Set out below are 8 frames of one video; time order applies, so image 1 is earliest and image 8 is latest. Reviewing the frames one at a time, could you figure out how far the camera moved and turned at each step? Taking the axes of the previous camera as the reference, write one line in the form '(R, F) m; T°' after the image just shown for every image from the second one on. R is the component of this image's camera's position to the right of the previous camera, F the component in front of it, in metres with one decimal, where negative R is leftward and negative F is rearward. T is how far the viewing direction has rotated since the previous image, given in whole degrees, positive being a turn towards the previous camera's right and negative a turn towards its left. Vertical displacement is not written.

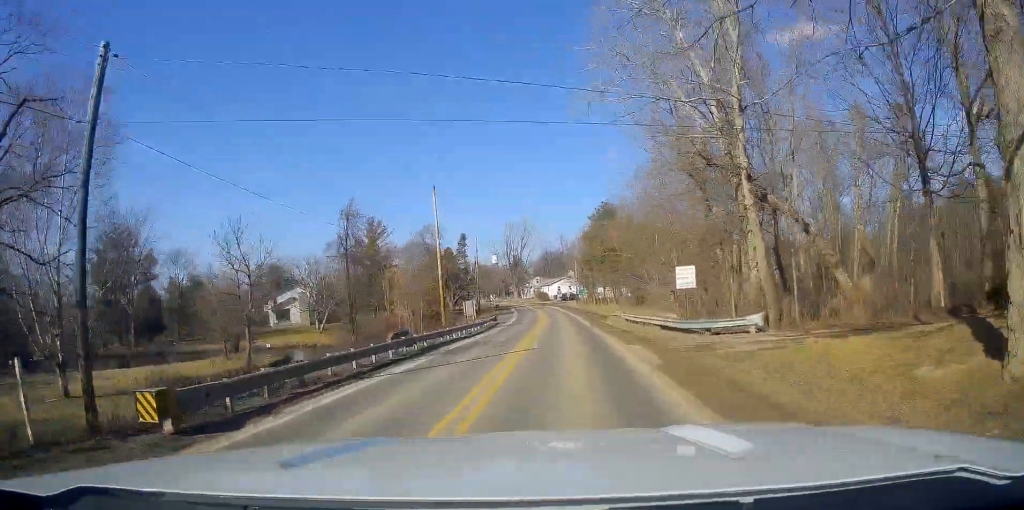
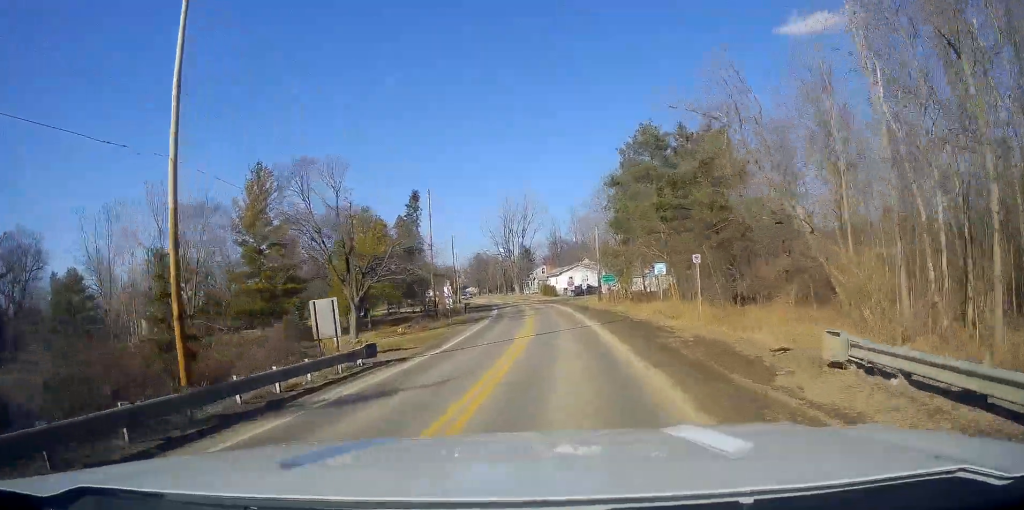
(-0.3, +39.9) m; -2°
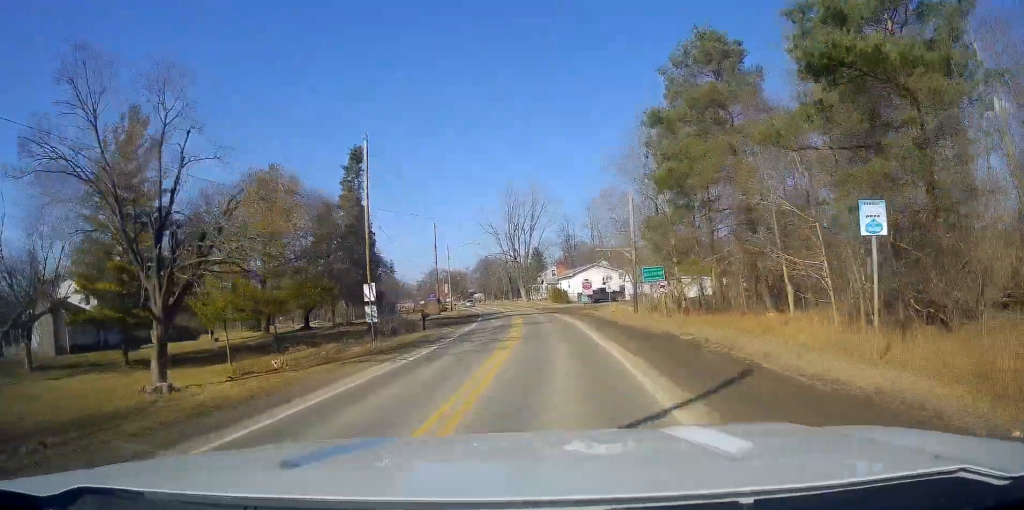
(-0.5, +22.1) m; 0°
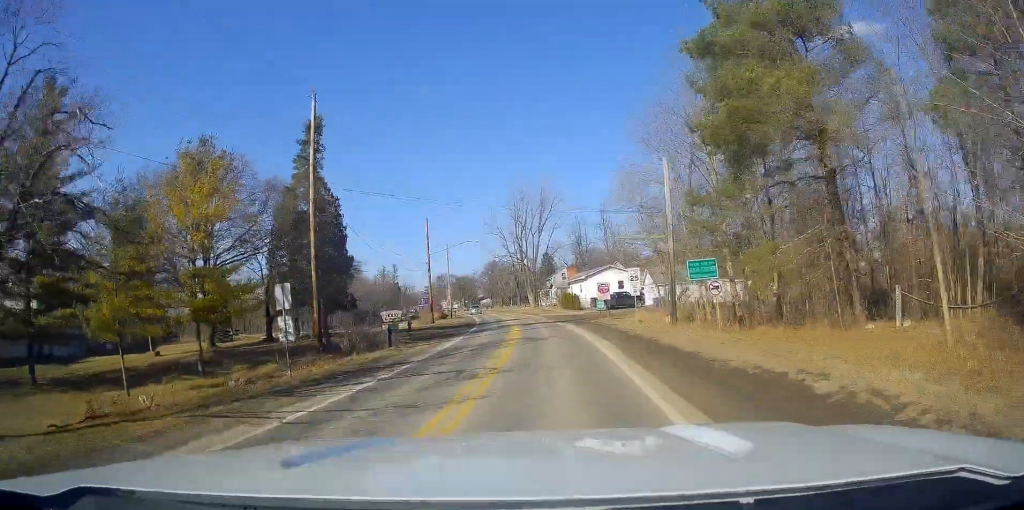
(+0.1, +9.6) m; +1°
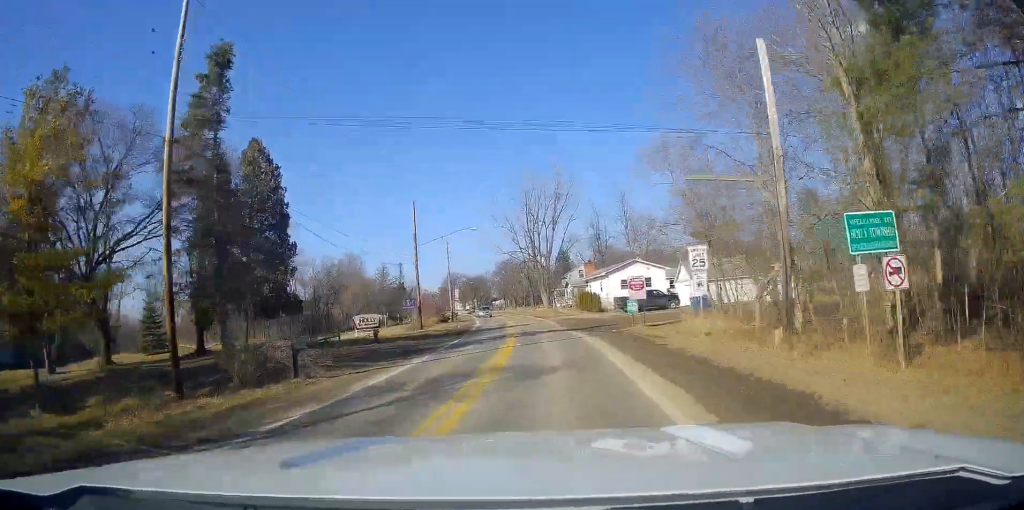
(+0.1, +12.1) m; -1°
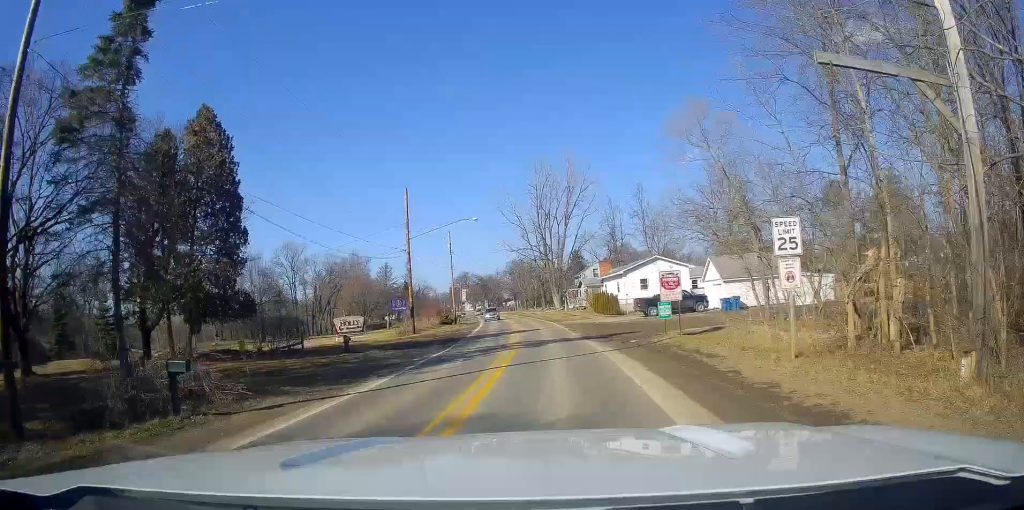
(-0.1, +6.3) m; -2°
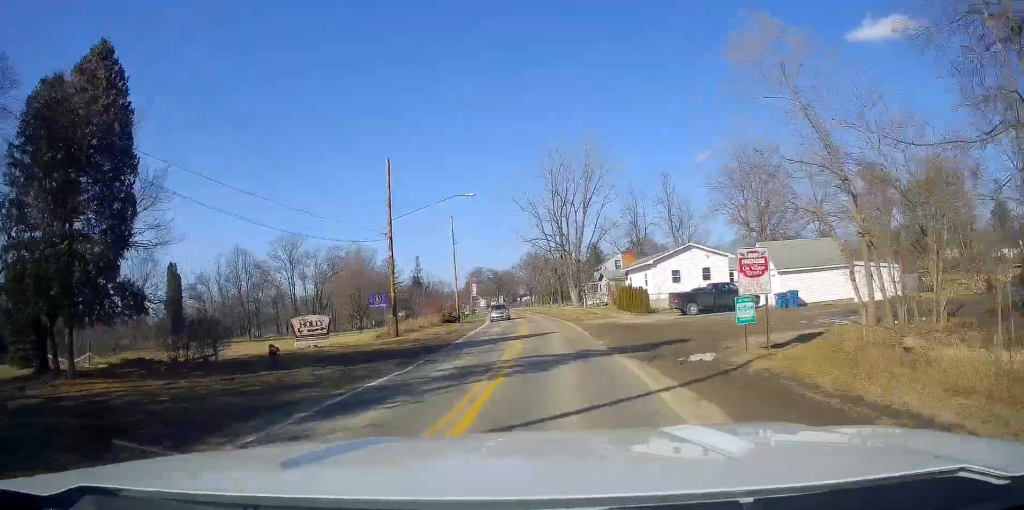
(-0.1, +8.5) m; -3°
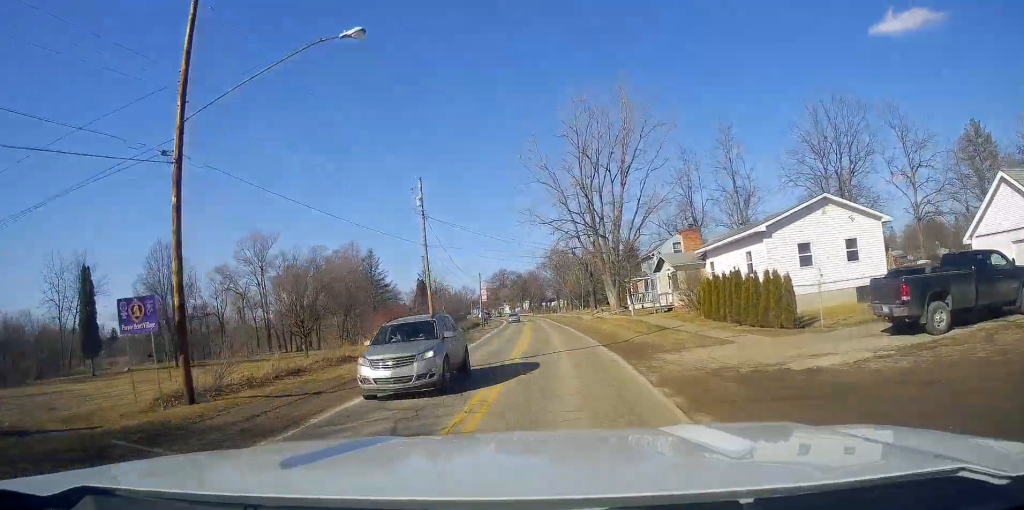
(-1.3, +24.3) m; -4°
